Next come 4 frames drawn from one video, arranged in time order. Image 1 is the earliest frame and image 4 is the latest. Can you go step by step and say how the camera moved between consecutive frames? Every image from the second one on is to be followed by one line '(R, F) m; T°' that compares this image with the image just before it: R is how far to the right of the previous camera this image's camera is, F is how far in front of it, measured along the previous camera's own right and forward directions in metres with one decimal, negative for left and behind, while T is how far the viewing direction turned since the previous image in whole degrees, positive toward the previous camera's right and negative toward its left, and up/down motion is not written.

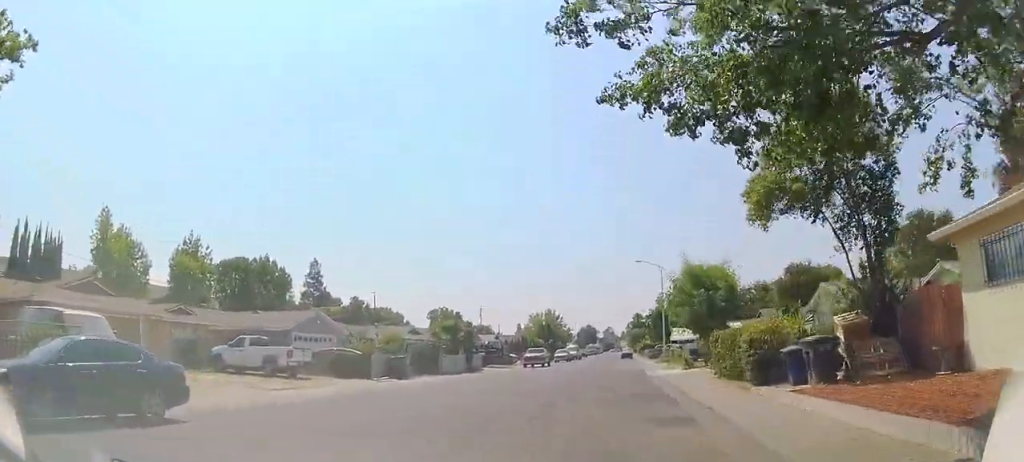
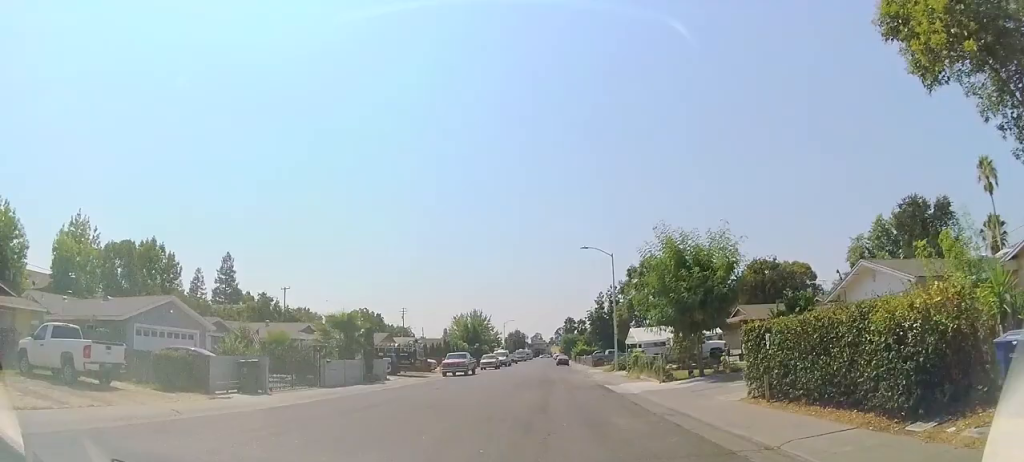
(+0.5, +8.8) m; +5°
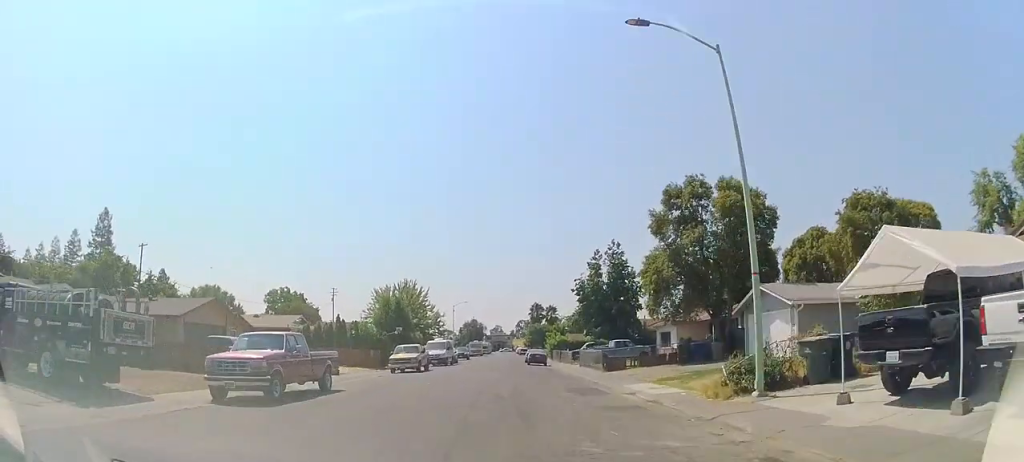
(+1.9, +29.7) m; +5°
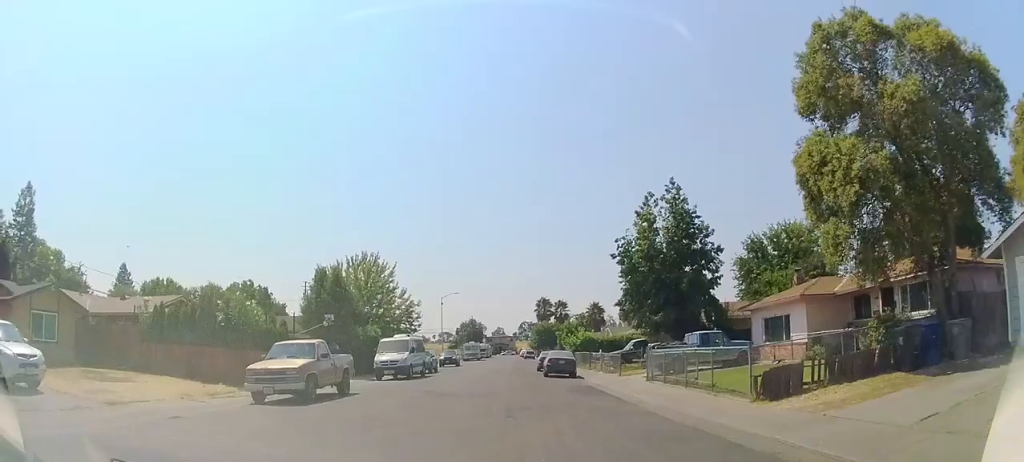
(0.0, +19.9) m; 0°
